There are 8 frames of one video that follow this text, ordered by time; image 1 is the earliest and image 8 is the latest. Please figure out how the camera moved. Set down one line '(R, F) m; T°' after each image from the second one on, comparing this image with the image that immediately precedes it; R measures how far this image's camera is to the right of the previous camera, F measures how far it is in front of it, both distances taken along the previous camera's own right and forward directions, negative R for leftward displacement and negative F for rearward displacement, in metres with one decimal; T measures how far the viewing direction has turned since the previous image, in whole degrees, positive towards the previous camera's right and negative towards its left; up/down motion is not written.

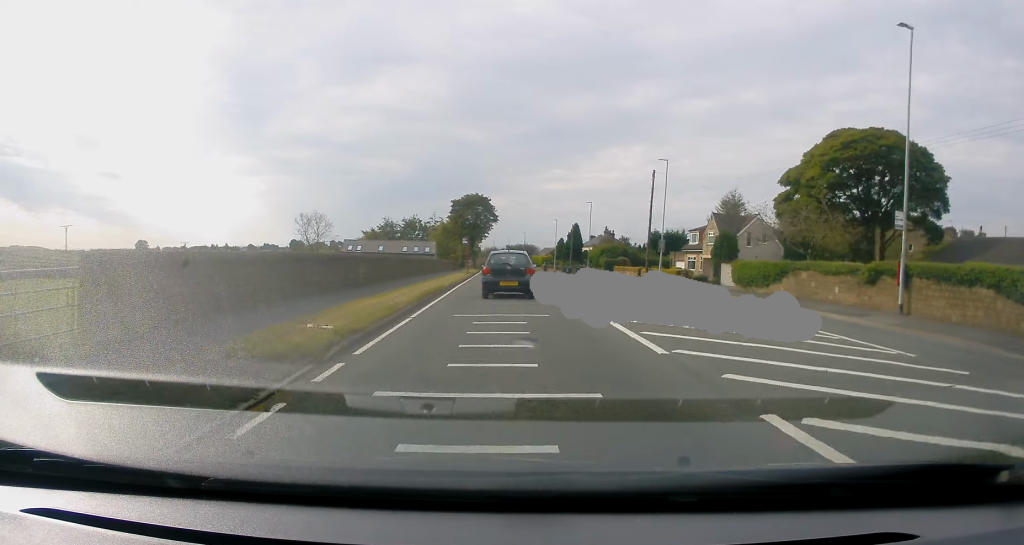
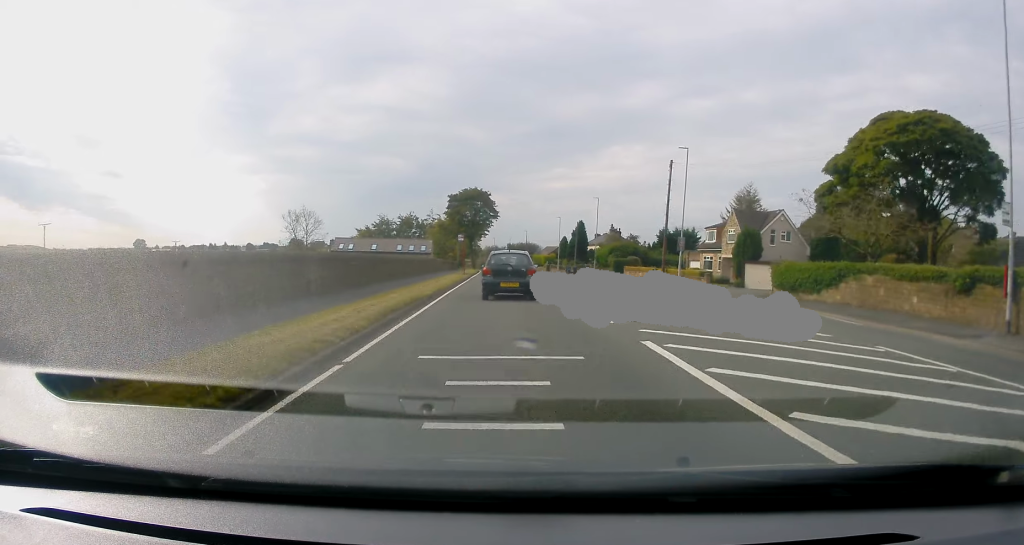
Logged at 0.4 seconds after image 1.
(+0.1, +5.2) m; 0°
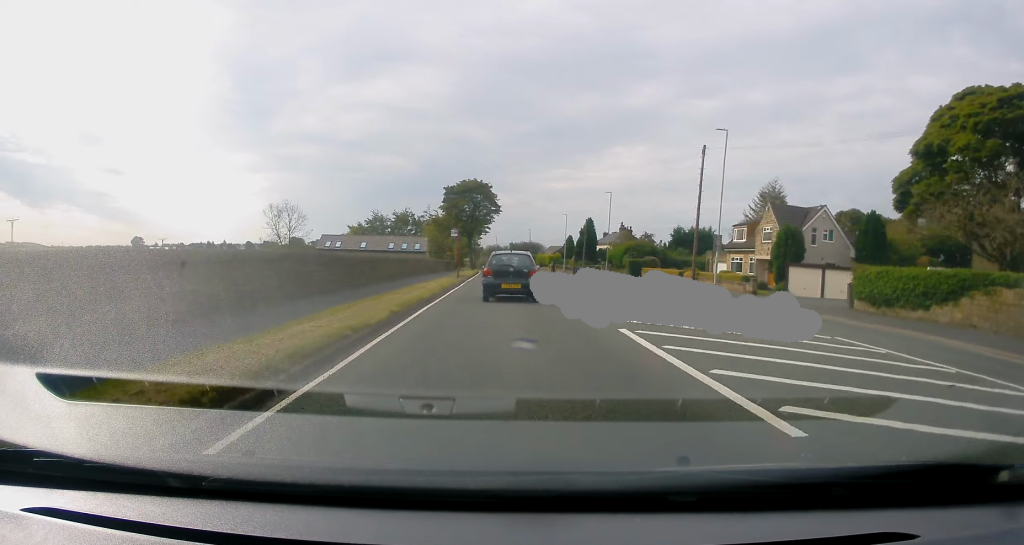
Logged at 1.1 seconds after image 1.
(+0.1, +7.5) m; 0°
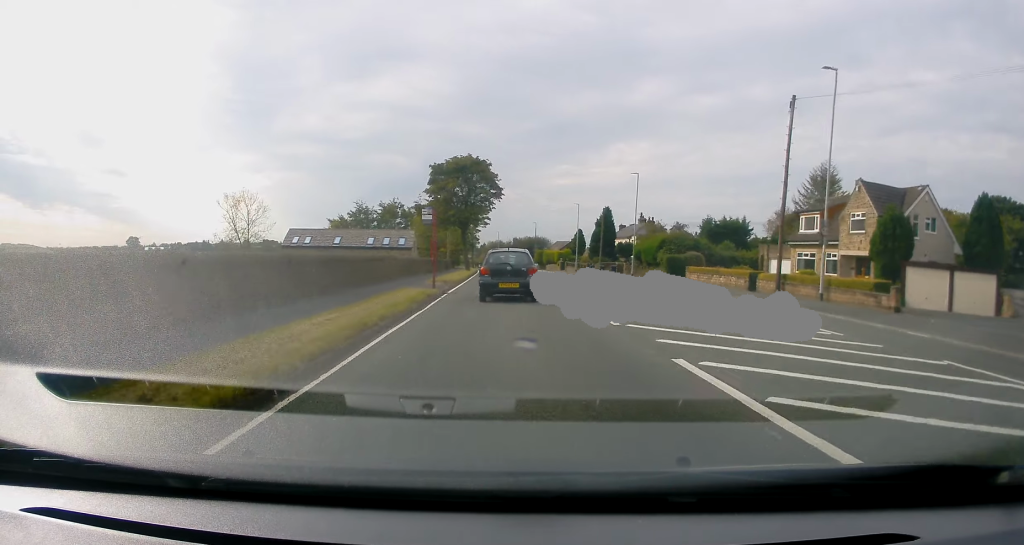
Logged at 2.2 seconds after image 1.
(-0.1, +13.0) m; -1°
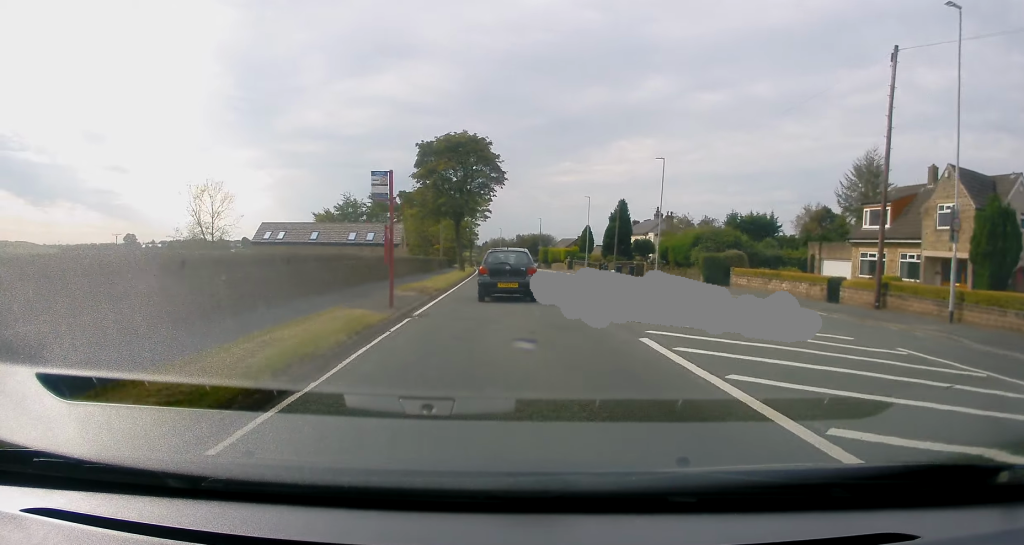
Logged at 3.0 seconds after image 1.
(0.0, +8.6) m; -1°
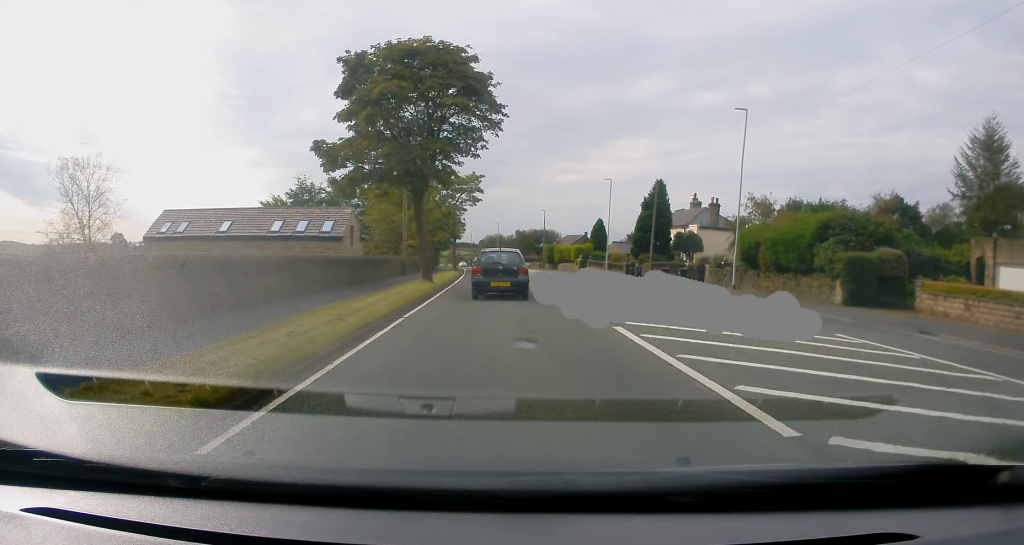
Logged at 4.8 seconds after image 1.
(-0.1, +18.4) m; +1°
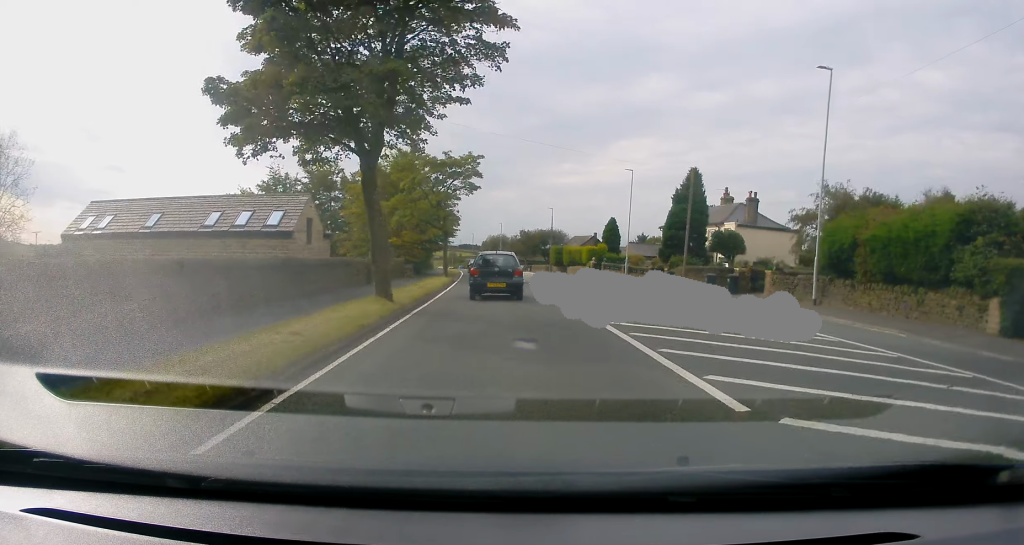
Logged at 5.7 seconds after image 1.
(0.0, +9.2) m; 0°
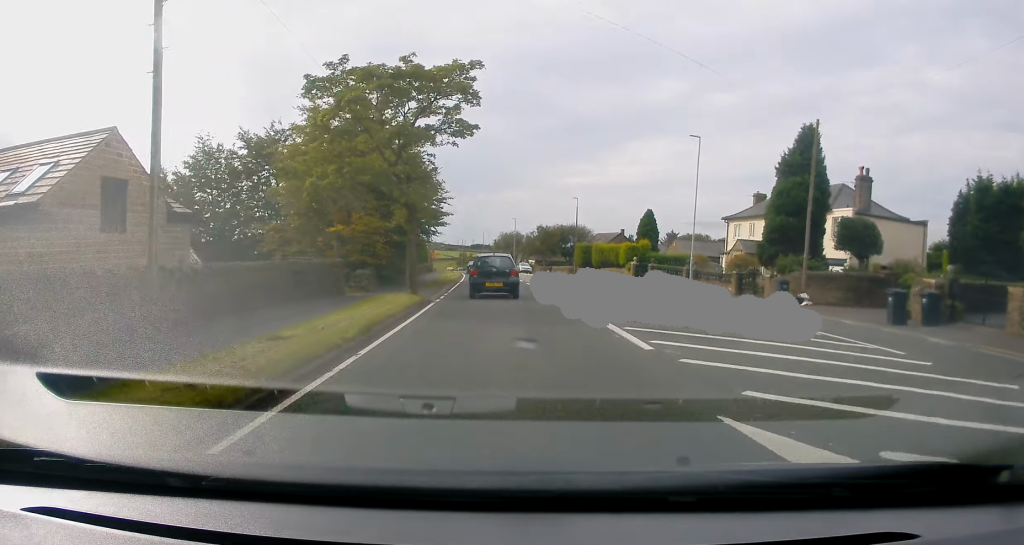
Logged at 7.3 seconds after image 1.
(-0.1, +17.0) m; -2°
